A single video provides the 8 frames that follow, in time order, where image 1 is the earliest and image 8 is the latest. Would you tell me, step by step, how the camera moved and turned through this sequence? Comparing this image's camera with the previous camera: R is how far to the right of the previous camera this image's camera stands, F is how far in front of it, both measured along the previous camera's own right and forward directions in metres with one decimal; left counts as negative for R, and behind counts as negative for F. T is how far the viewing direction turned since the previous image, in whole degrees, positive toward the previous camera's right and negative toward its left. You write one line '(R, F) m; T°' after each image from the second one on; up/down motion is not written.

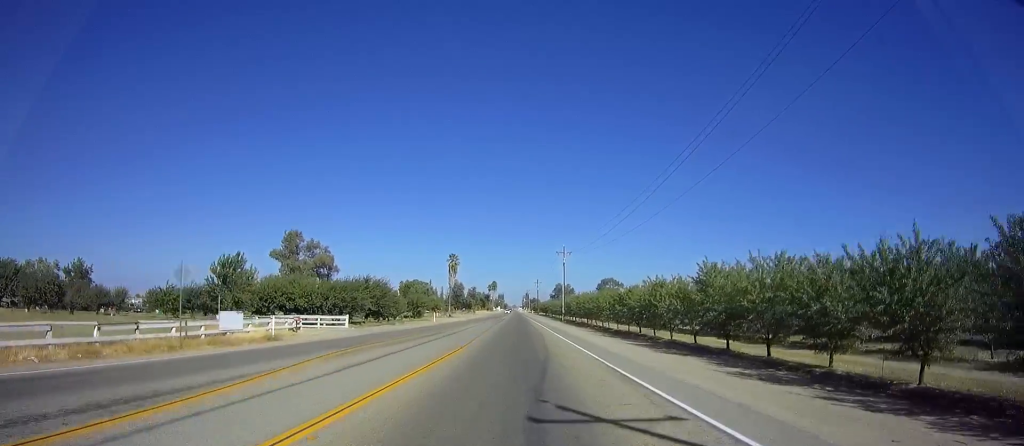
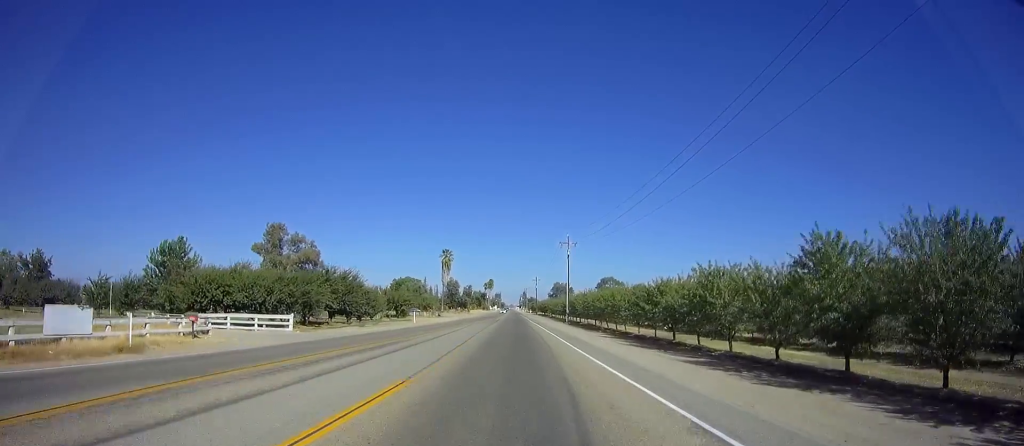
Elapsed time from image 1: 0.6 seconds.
(+0.2, +11.0) m; 0°
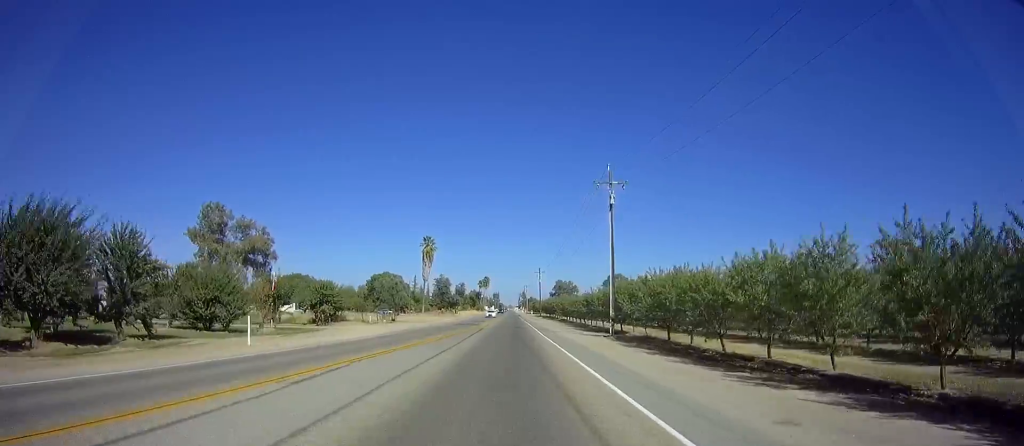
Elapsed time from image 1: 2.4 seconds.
(-0.5, +34.3) m; -1°
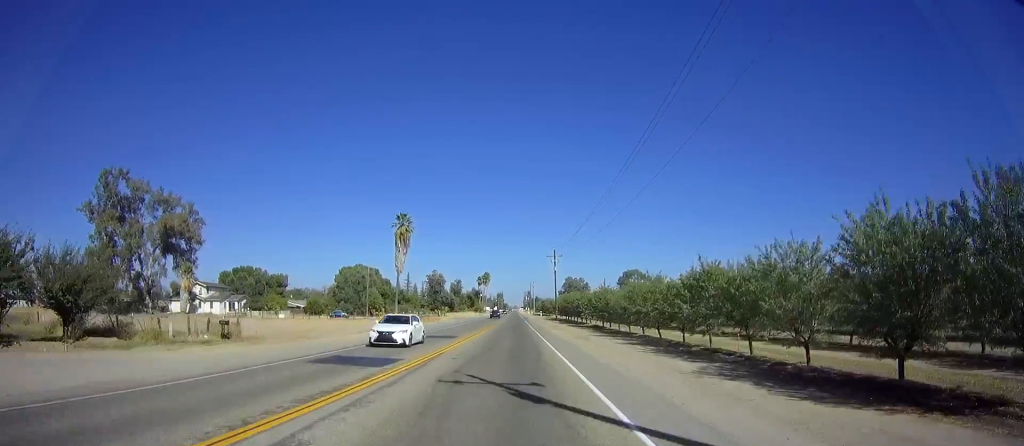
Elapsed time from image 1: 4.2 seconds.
(0.0, +37.1) m; 0°
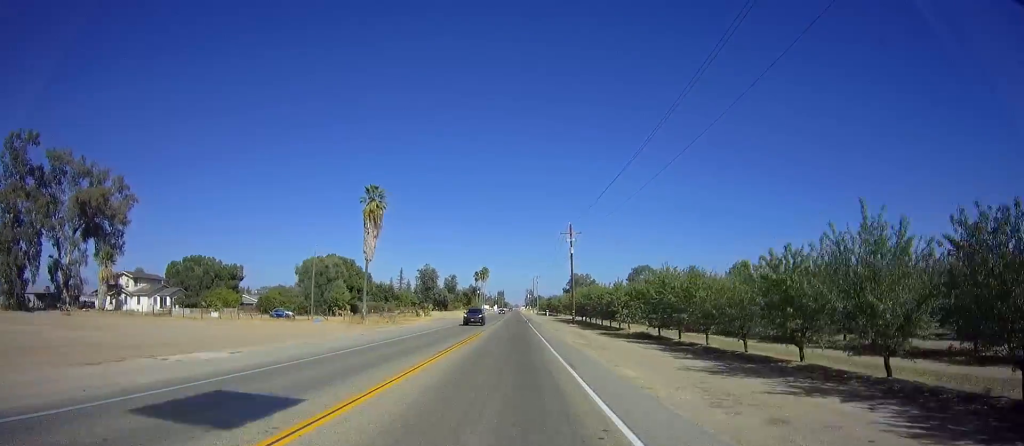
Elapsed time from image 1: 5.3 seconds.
(+0.2, +23.6) m; 0°
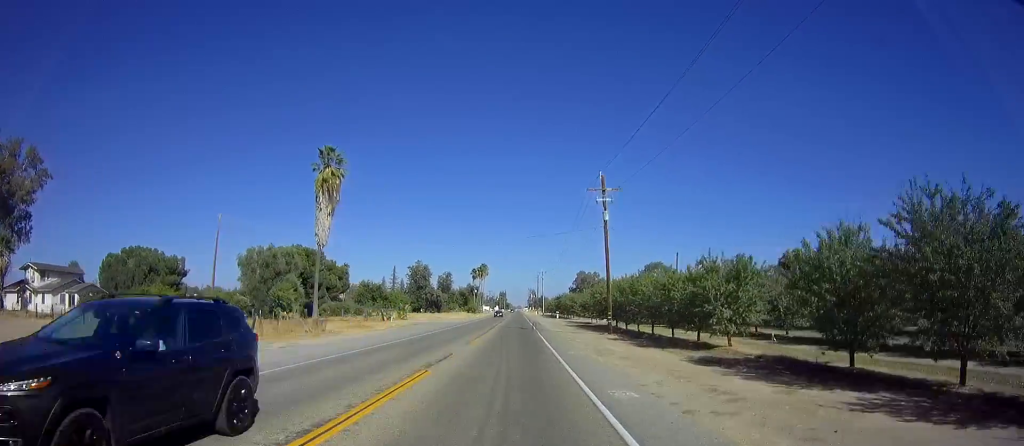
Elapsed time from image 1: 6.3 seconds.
(-0.1, +22.1) m; -1°
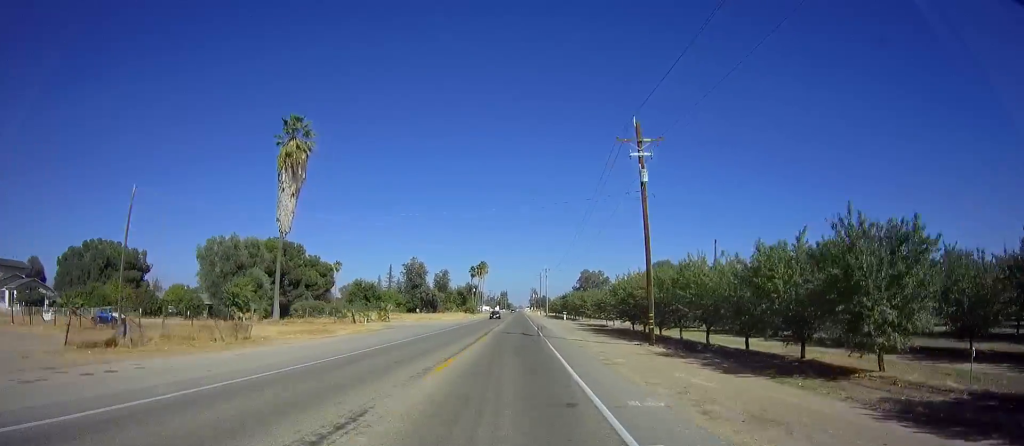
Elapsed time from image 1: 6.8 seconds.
(-0.1, +11.2) m; 0°
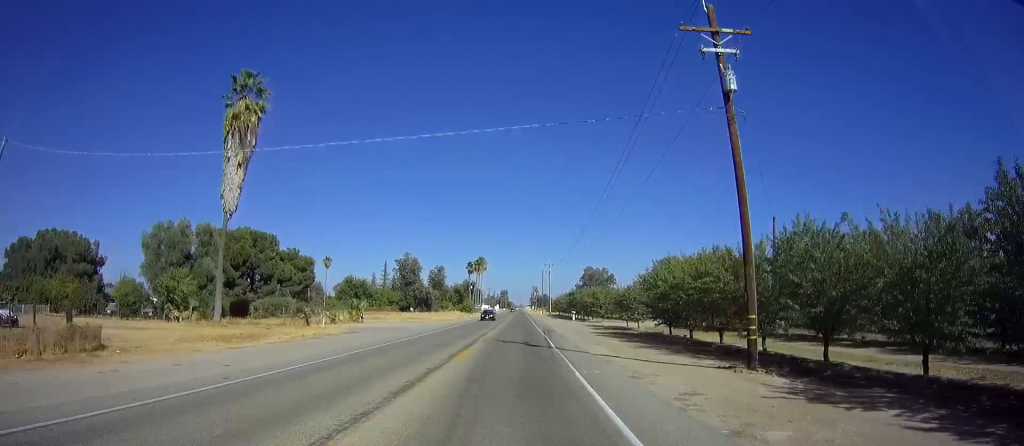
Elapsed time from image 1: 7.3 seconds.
(0.0, +11.3) m; 0°
